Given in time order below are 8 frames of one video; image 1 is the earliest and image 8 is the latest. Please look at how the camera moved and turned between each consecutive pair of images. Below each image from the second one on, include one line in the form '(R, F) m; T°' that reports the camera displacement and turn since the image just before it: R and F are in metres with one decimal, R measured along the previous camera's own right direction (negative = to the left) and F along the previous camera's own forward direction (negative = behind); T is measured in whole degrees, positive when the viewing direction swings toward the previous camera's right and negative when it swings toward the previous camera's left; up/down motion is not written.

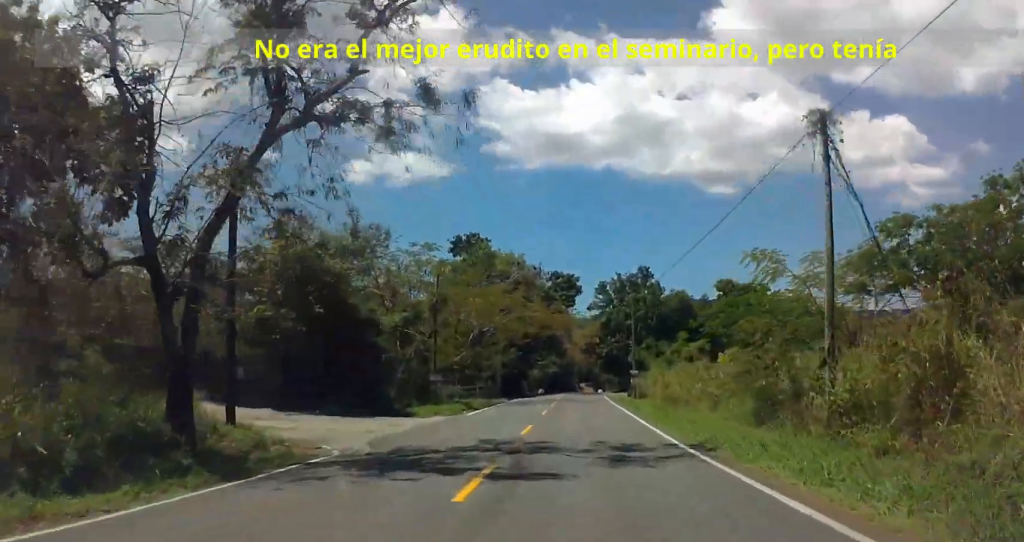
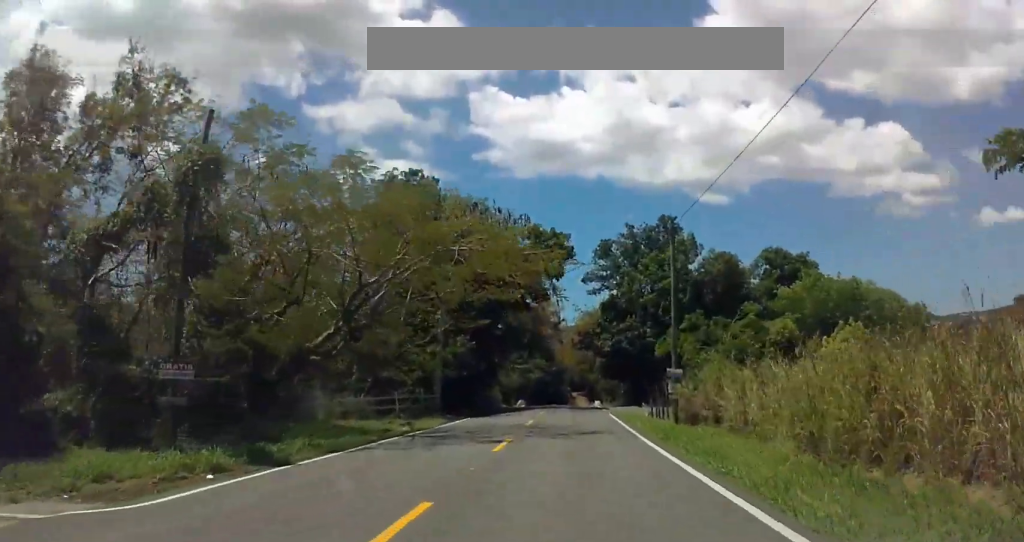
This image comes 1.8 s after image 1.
(-3.1, +27.9) m; -22°
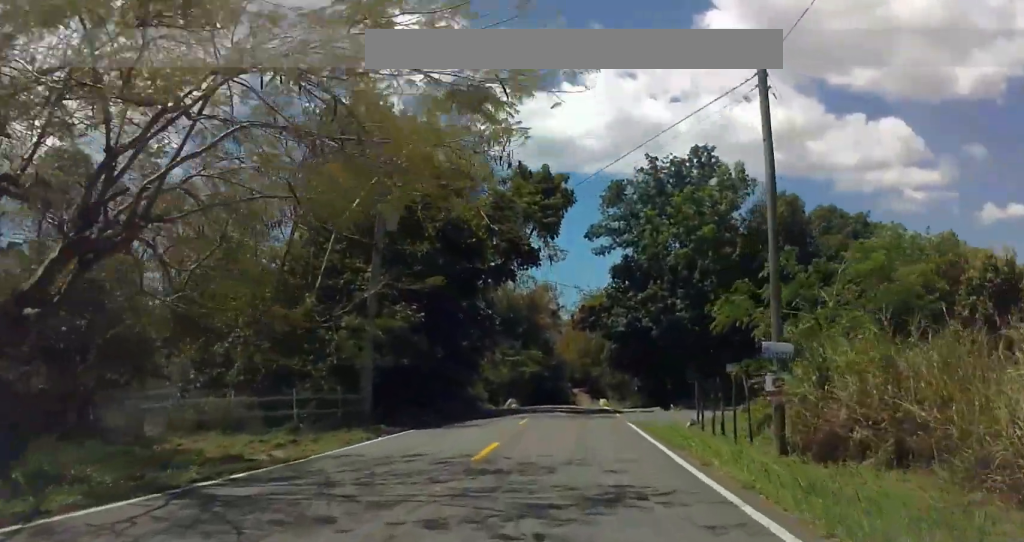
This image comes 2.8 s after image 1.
(-2.0, +15.1) m; +1°
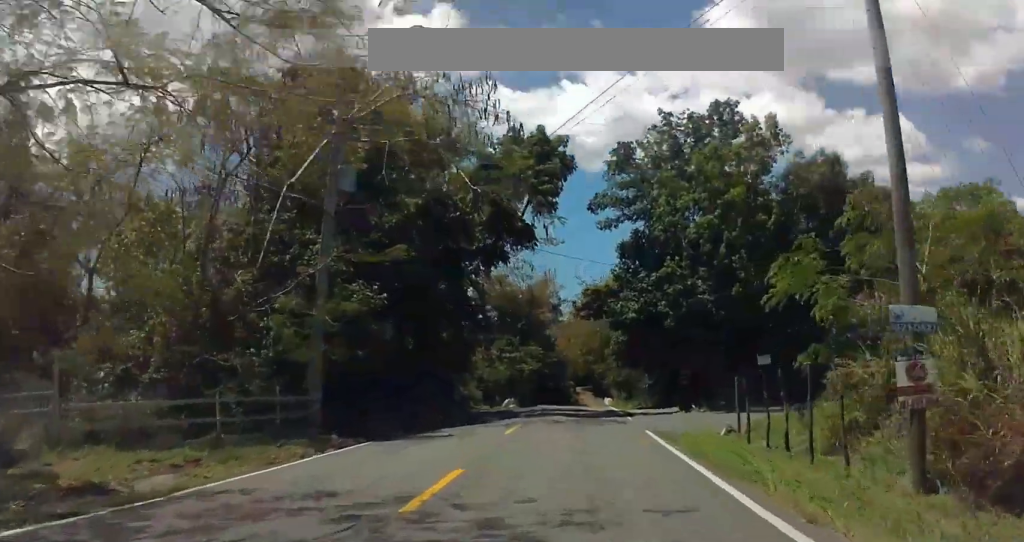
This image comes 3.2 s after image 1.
(+0.8, +6.1) m; +6°
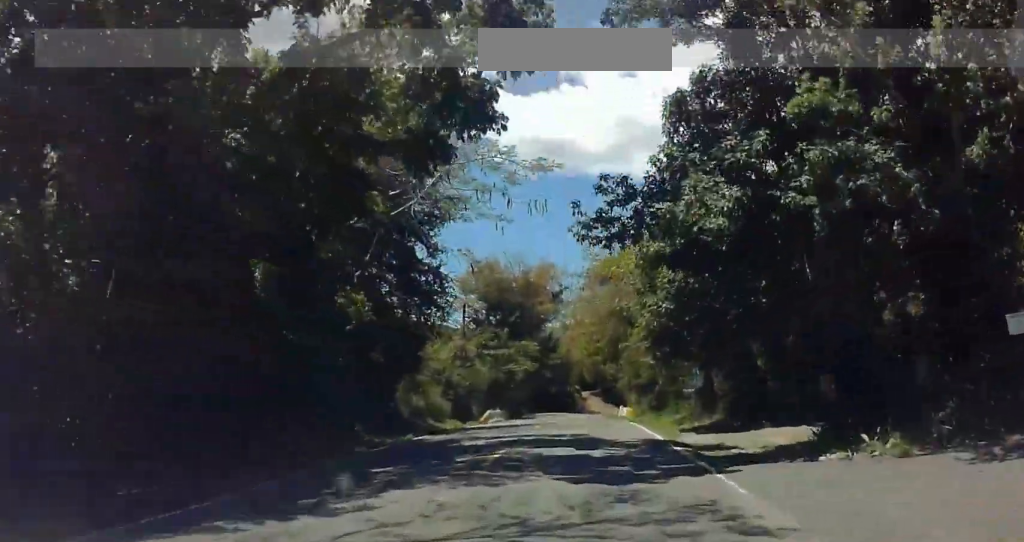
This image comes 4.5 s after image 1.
(+1.4, +19.0) m; +5°
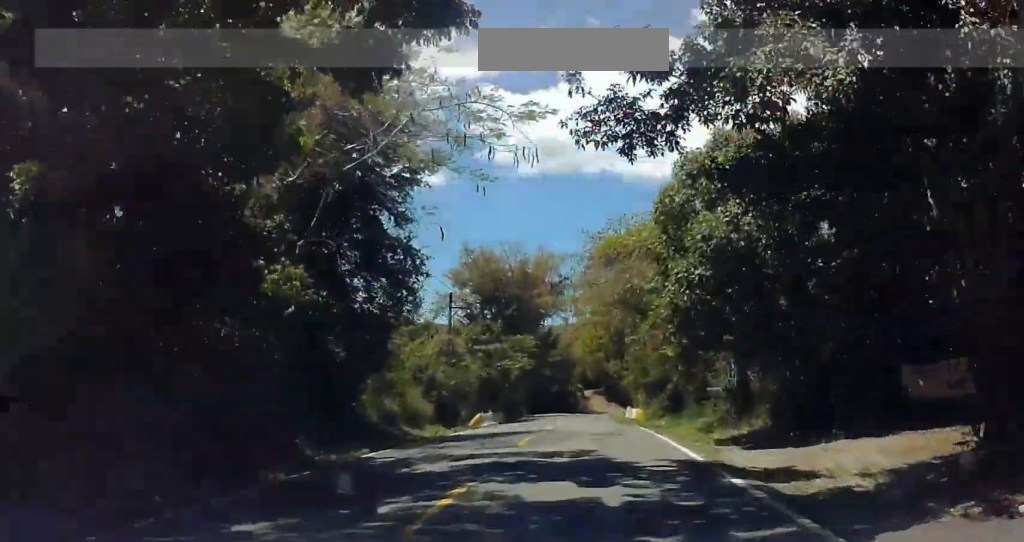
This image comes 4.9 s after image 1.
(0.0, +6.4) m; 0°
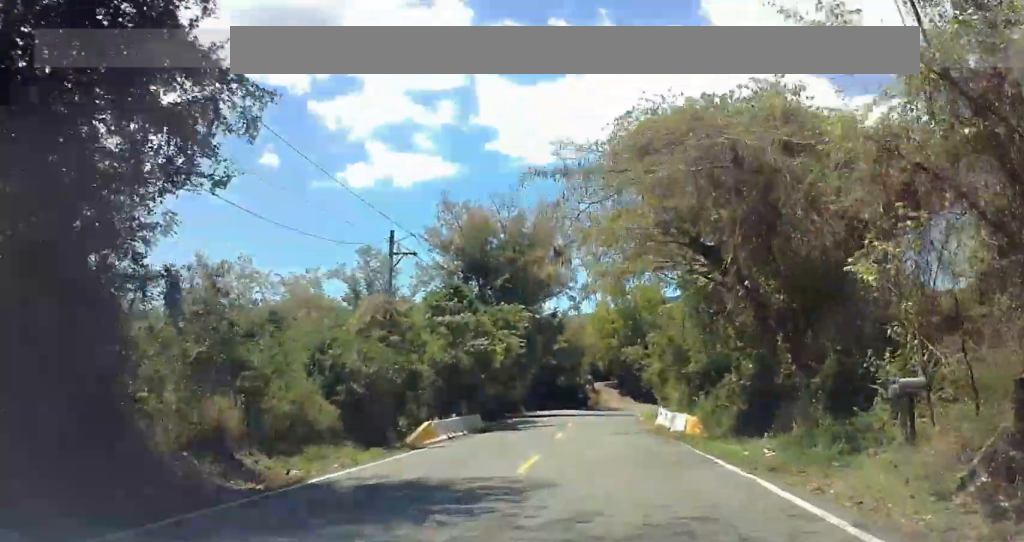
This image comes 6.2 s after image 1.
(0.0, +18.1) m; 0°
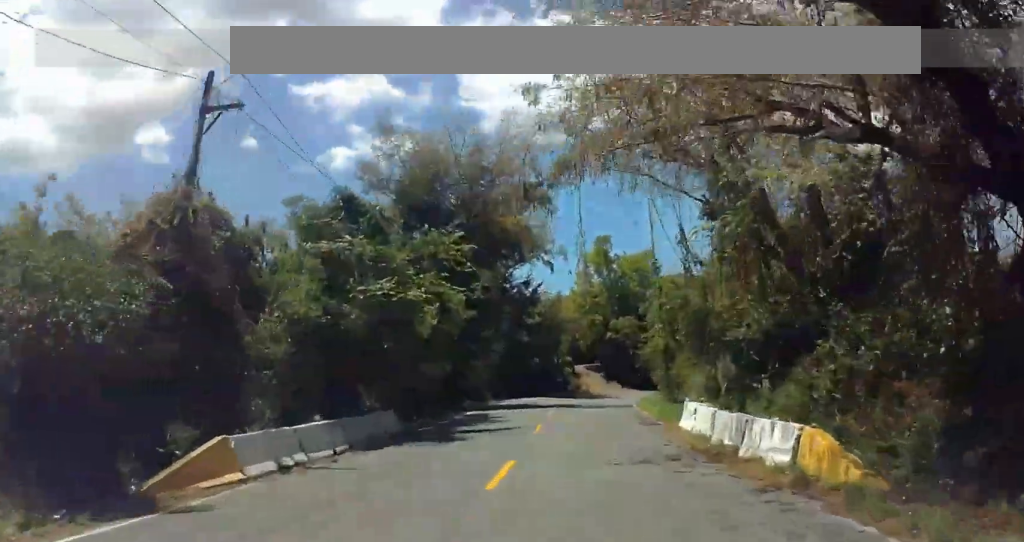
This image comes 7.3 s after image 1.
(0.0, +15.9) m; +1°
